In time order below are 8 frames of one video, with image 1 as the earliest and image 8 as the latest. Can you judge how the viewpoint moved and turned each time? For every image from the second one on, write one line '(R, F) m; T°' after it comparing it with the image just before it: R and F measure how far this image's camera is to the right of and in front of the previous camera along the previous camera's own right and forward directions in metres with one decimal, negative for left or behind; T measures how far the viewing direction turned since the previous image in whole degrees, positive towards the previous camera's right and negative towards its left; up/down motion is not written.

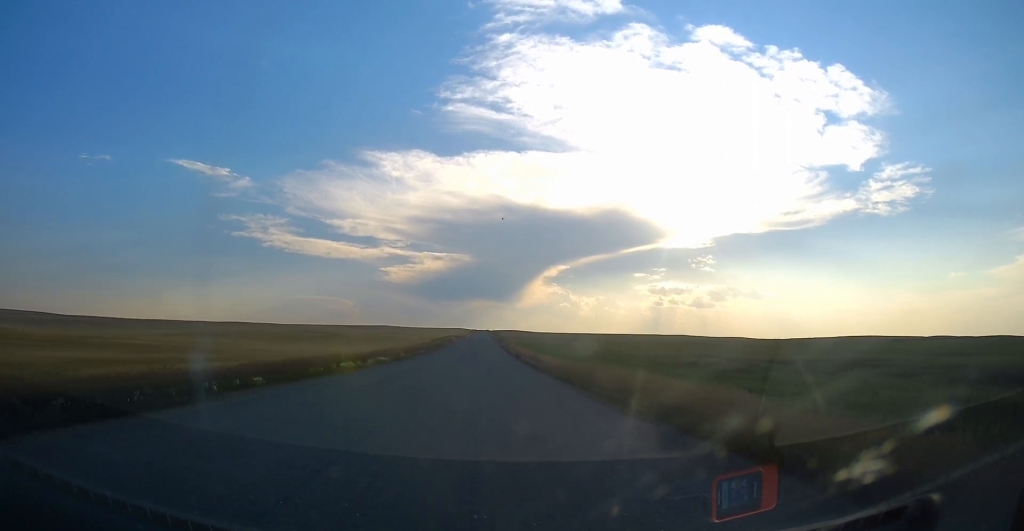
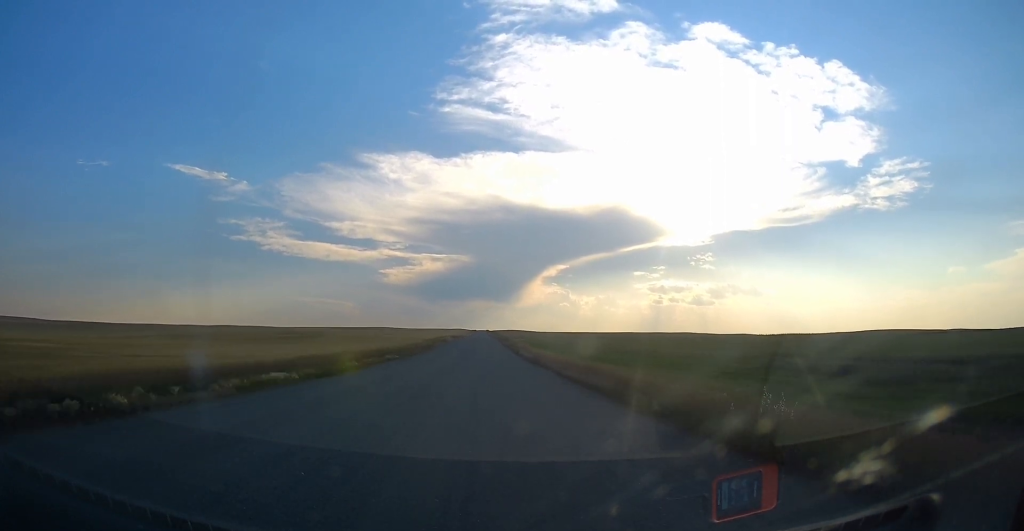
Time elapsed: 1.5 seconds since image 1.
(0.0, +27.2) m; 0°
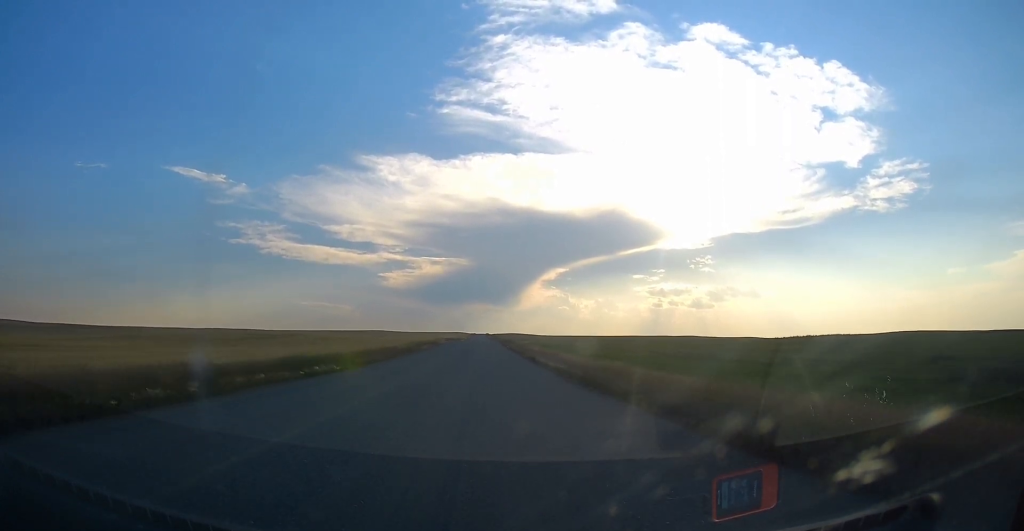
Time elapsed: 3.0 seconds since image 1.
(+0.5, +25.2) m; +1°
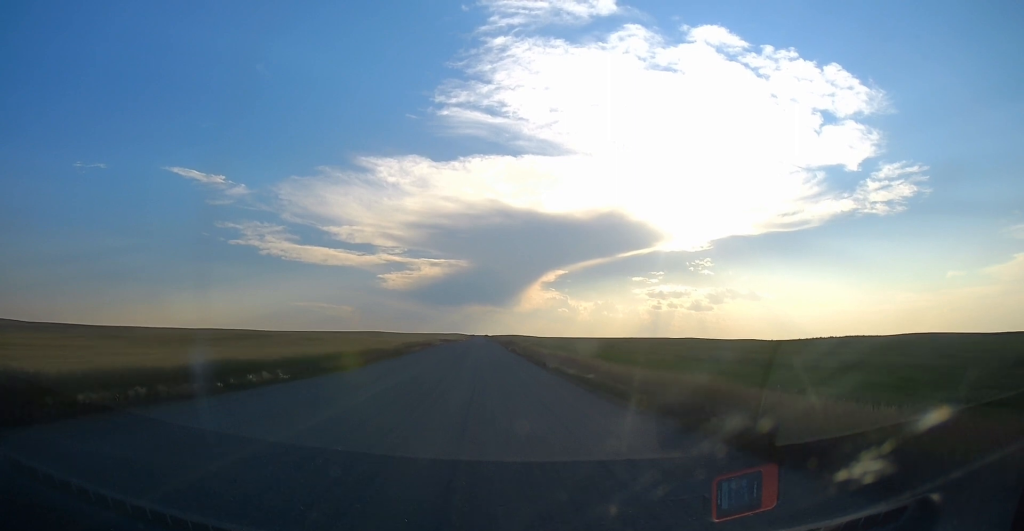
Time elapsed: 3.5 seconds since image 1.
(0.0, +9.8) m; 0°
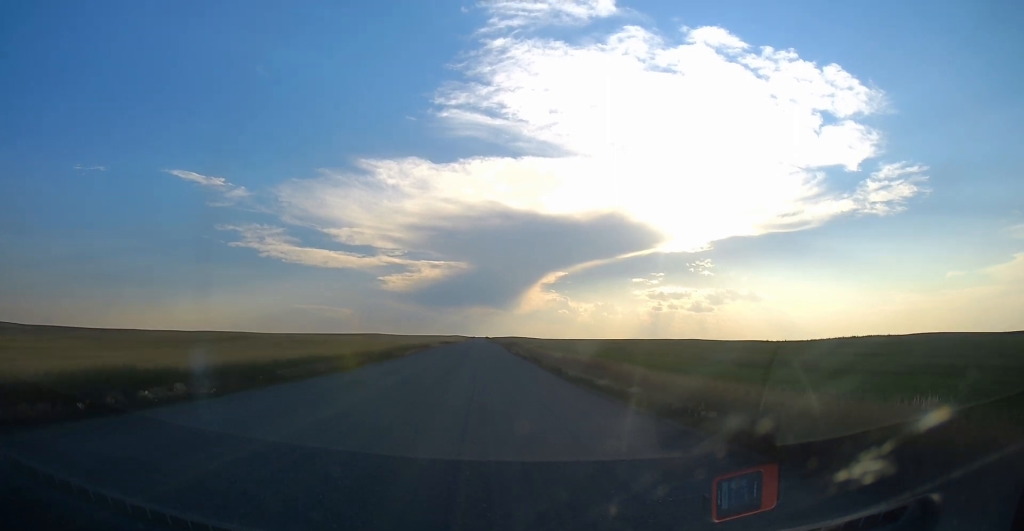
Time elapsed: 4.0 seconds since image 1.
(-0.2, +8.0) m; -1°
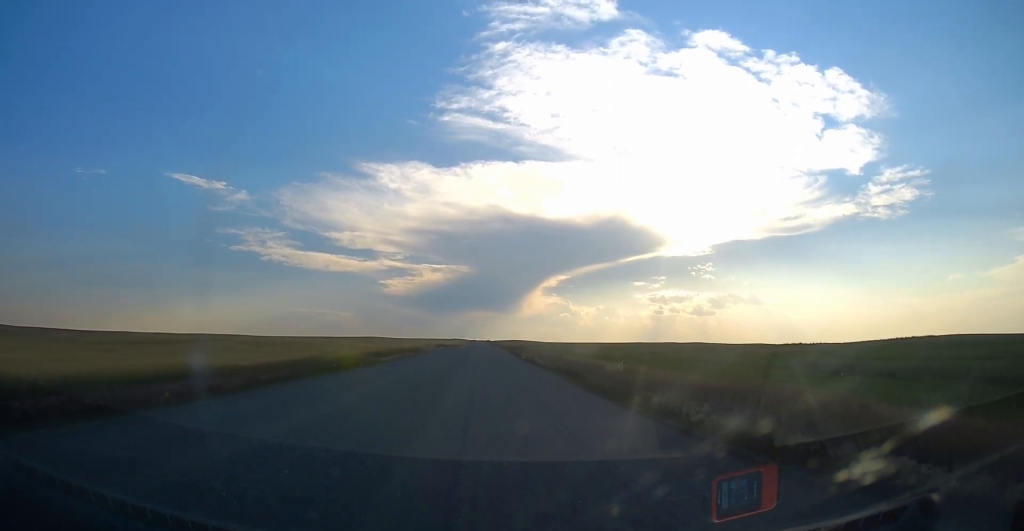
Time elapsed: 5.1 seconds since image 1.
(-0.2, +18.1) m; -1°
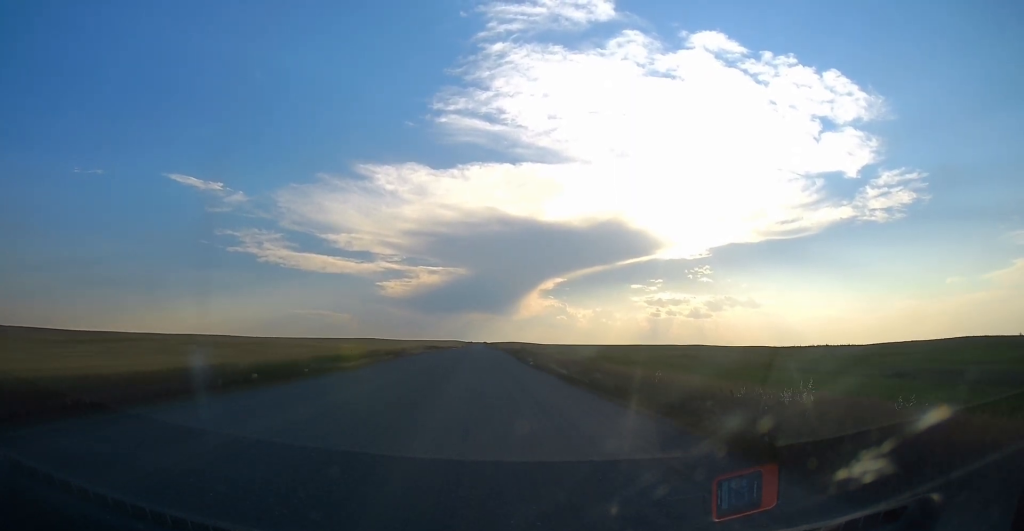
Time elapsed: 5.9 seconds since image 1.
(0.0, +14.2) m; +1°
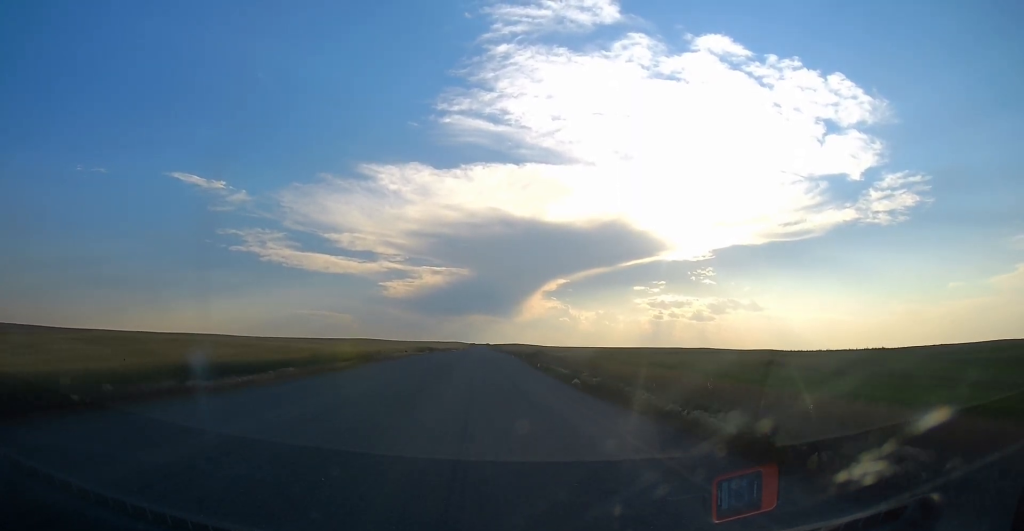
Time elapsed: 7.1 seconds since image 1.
(+0.4, +20.9) m; +1°
